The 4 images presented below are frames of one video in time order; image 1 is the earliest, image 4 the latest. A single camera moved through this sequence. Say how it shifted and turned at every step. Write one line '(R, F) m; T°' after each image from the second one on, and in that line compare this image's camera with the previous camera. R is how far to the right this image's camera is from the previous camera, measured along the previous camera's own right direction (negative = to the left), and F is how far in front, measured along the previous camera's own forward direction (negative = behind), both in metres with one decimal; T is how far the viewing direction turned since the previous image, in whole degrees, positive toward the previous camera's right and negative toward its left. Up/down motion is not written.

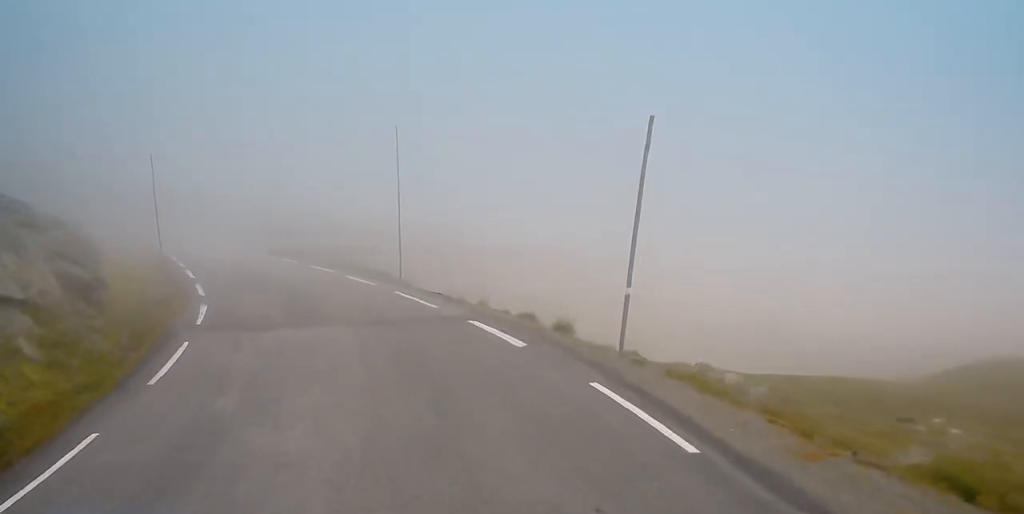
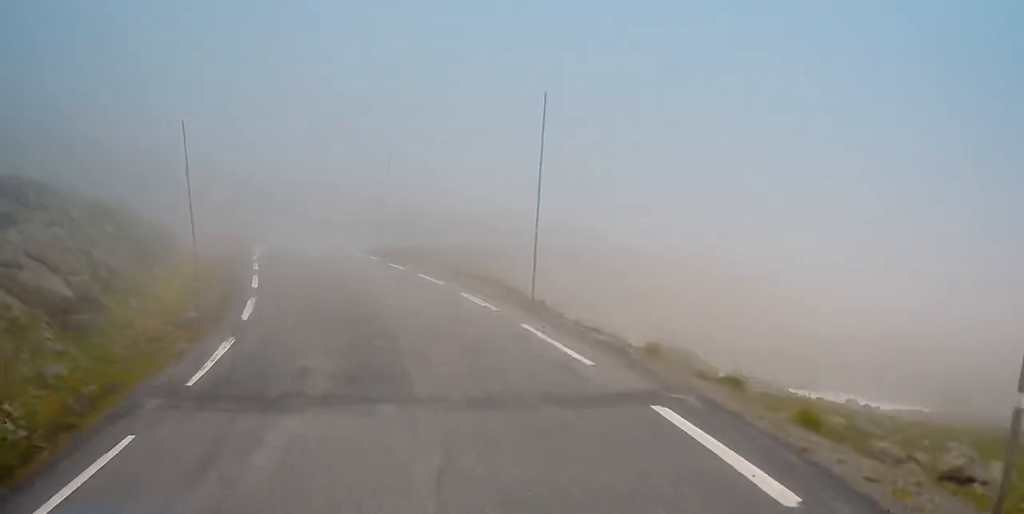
(-0.7, +7.1) m; -8°
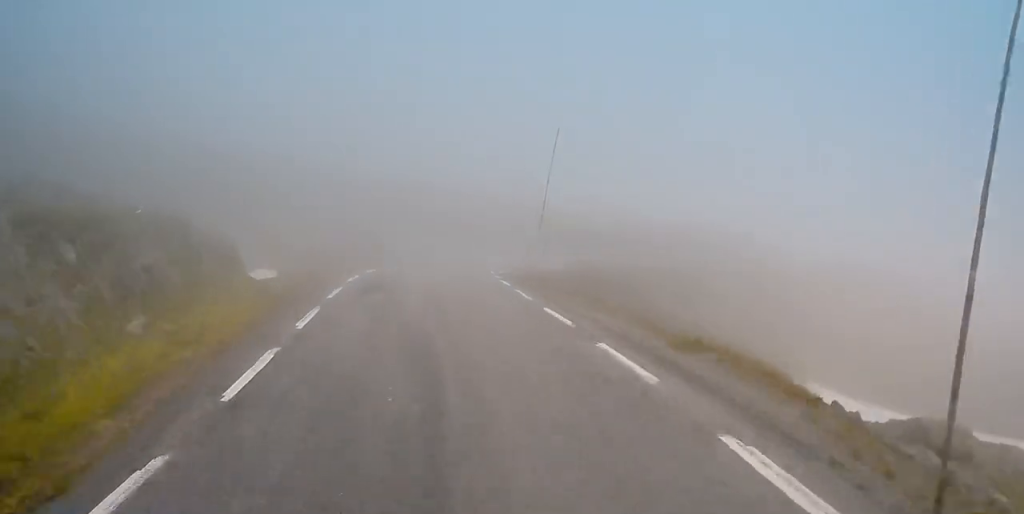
(-0.7, +13.0) m; -5°
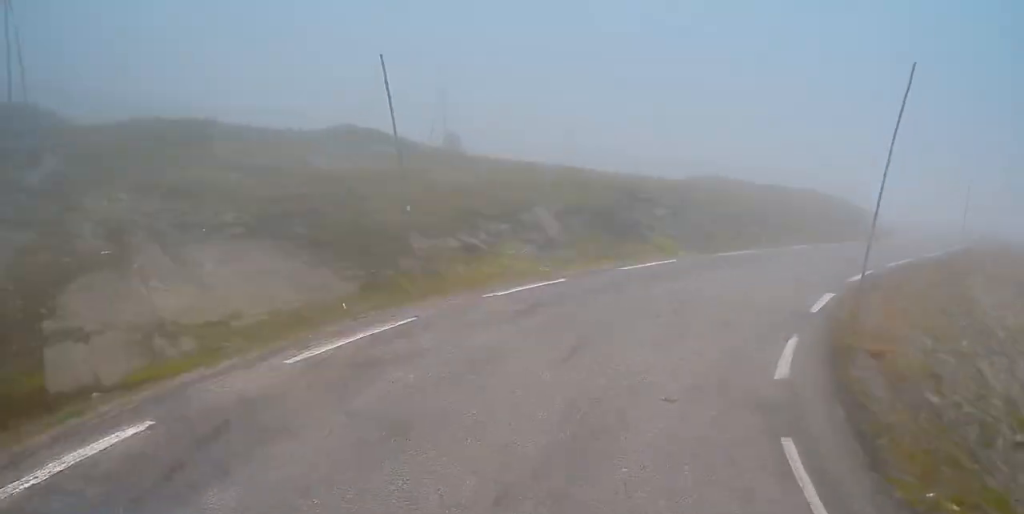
(+2.3, +46.7) m; +21°
